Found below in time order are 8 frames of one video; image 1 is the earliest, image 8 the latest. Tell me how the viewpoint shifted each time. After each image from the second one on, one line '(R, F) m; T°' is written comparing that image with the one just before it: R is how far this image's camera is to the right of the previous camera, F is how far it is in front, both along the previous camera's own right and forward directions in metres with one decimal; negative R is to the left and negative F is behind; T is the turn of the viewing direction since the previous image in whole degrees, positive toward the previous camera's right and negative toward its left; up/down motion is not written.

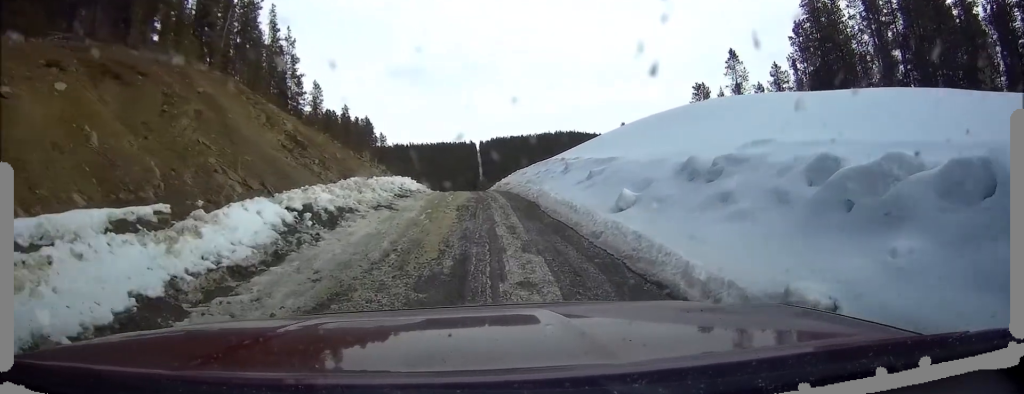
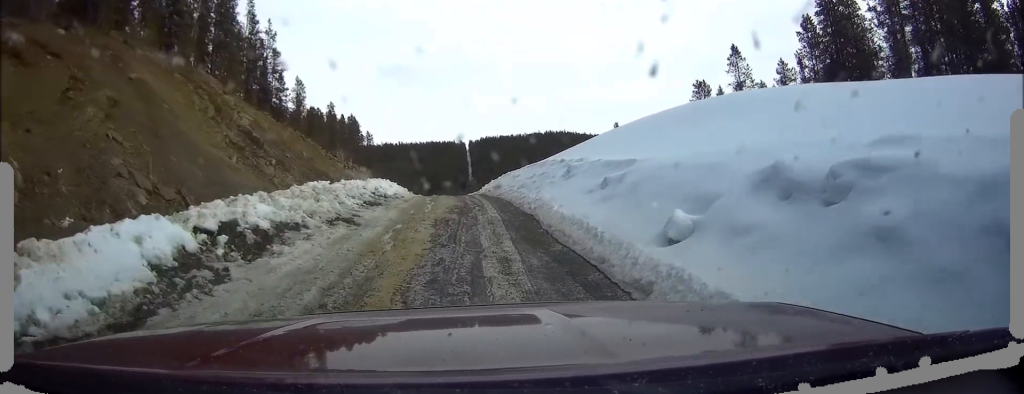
(0.0, +3.7) m; -1°
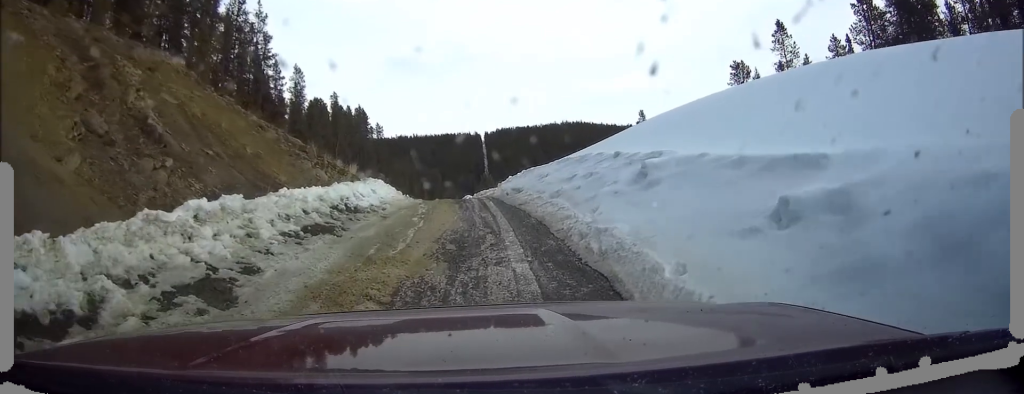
(-0.1, +7.3) m; 0°
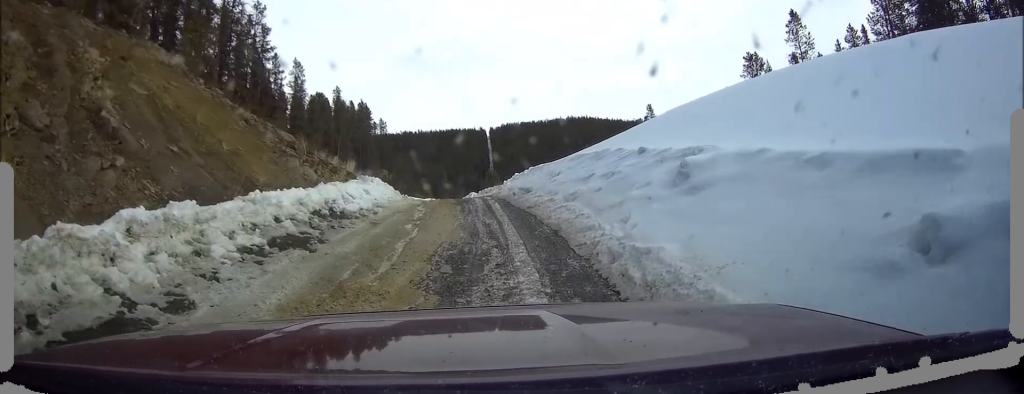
(+0.1, +2.0) m; 0°
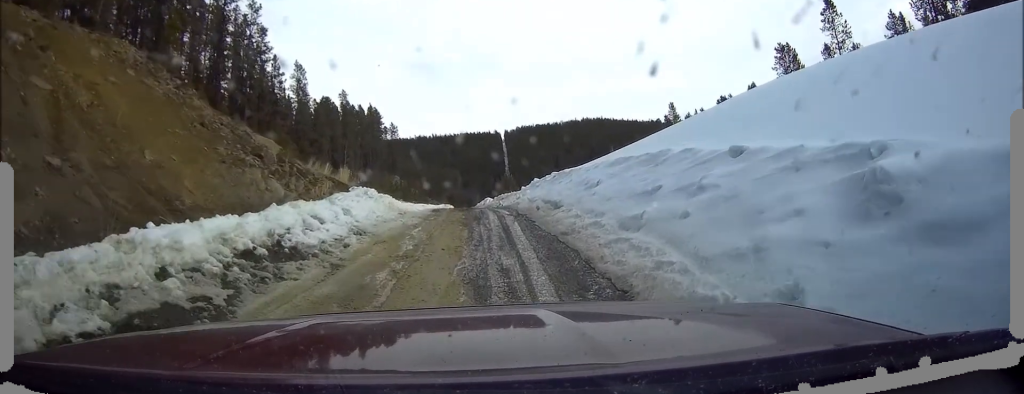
(-0.1, +4.5) m; -2°
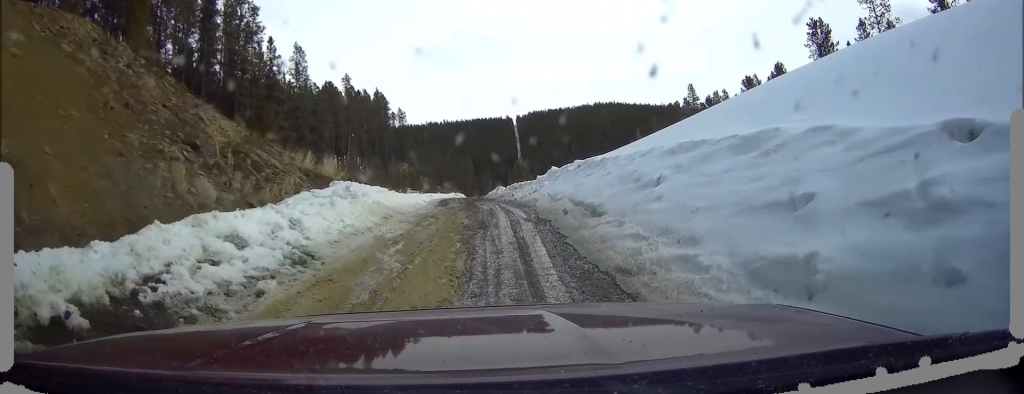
(0.0, +4.8) m; 0°
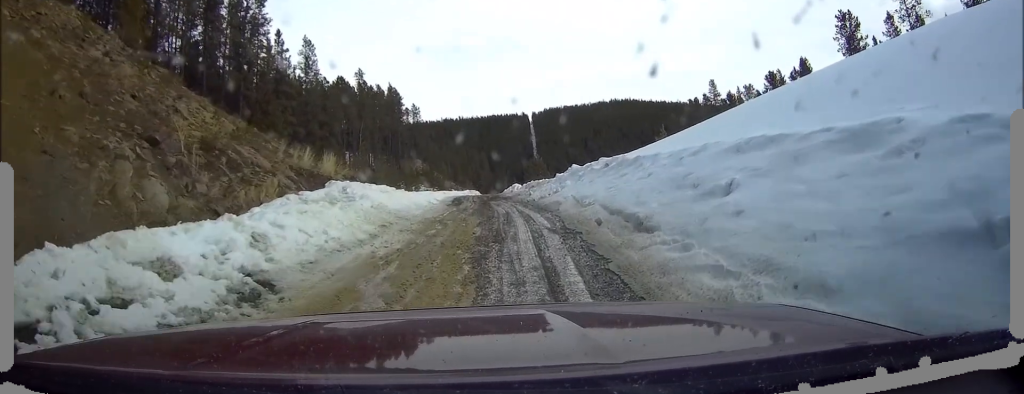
(0.0, +2.6) m; -1°
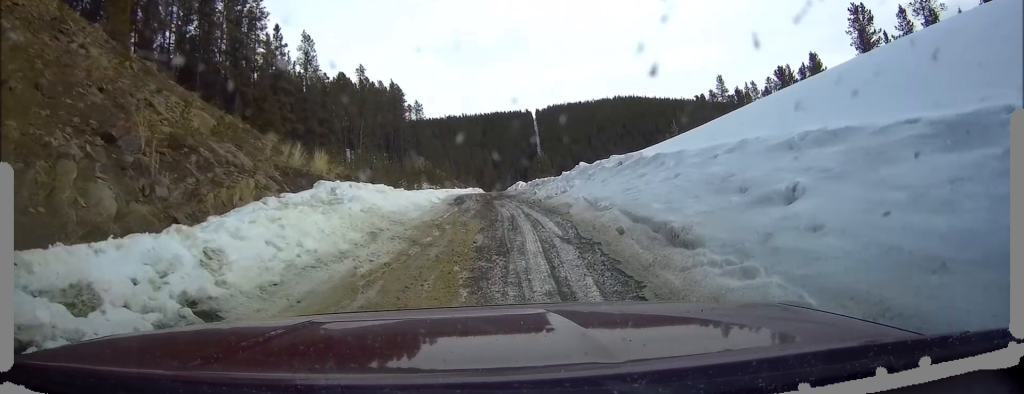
(0.0, +1.8) m; -1°
